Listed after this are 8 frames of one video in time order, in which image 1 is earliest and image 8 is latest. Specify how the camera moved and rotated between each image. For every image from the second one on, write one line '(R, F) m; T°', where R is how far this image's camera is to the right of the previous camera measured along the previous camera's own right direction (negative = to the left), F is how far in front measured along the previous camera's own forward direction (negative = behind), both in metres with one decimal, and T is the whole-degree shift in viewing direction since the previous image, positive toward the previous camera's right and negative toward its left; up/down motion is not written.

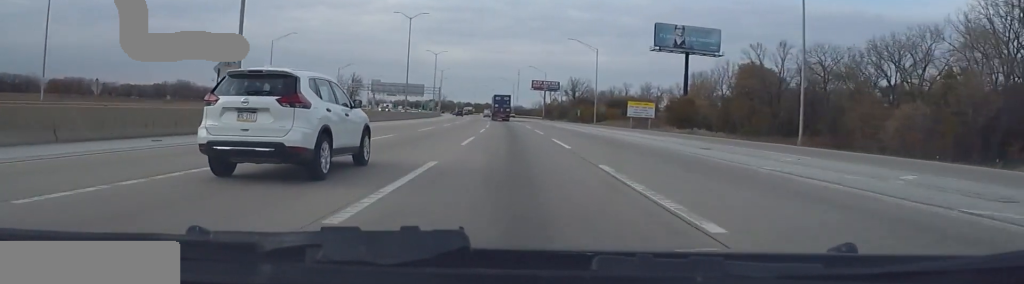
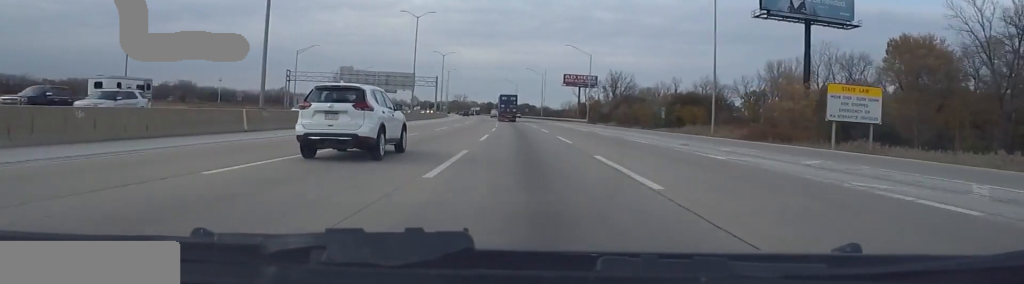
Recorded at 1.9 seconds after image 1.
(+0.3, +57.1) m; 0°
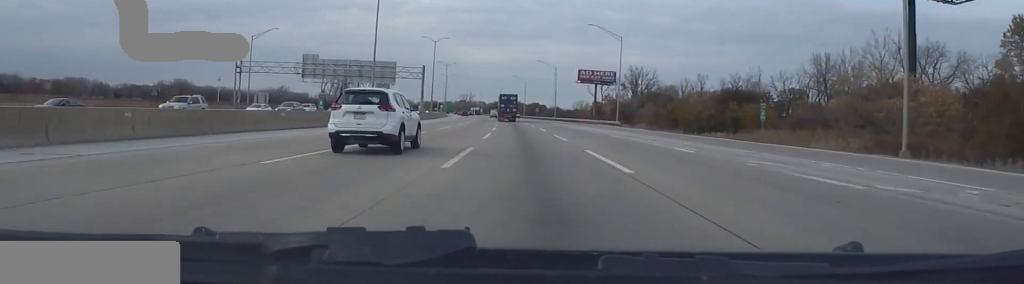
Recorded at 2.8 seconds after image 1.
(0.0, +28.5) m; -1°
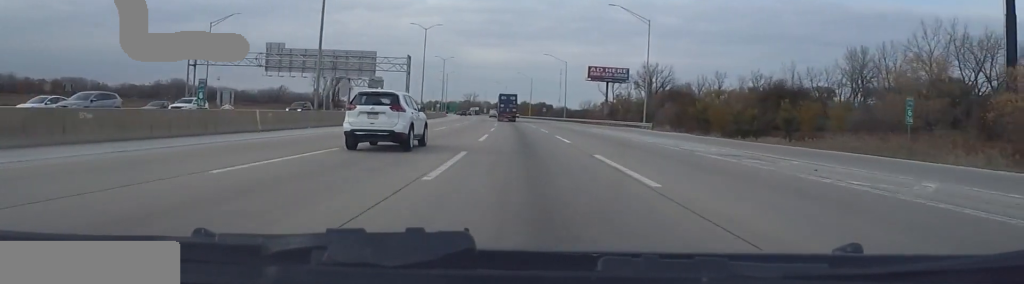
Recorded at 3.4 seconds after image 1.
(+0.1, +17.2) m; -1°
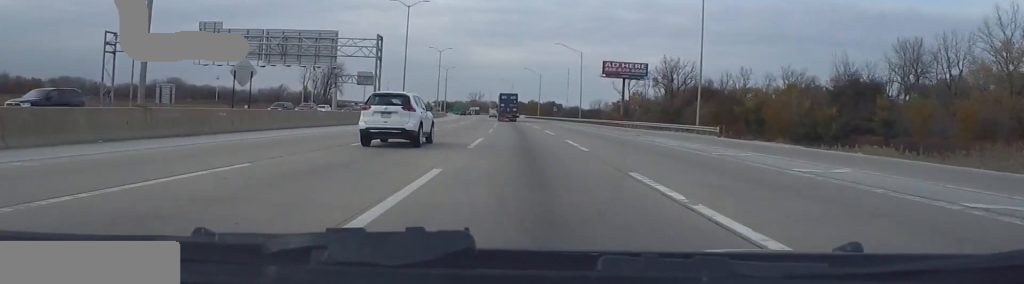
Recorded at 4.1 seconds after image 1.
(-0.7, +20.6) m; -2°
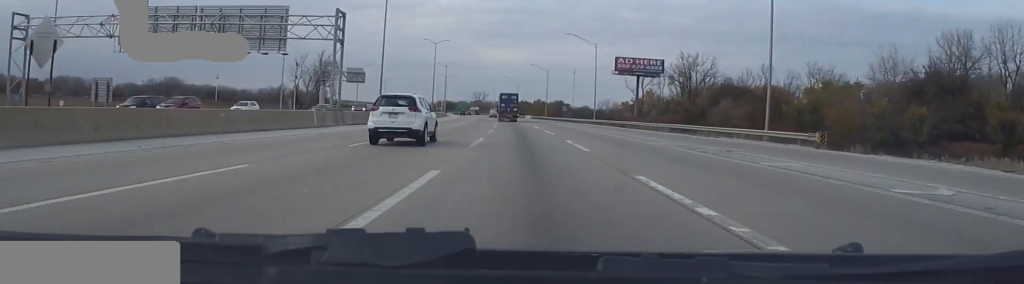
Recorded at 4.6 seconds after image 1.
(-0.2, +15.1) m; -1°
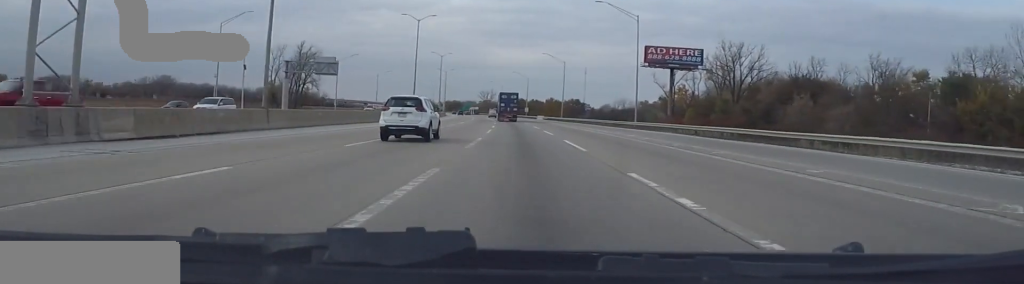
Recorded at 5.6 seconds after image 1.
(-0.2, +30.4) m; 0°
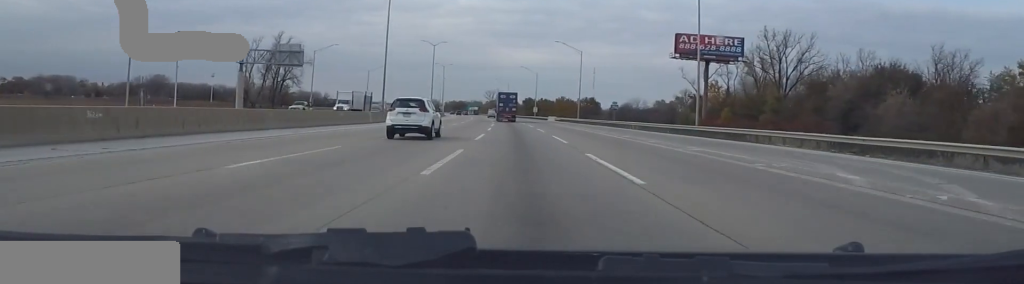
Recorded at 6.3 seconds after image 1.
(+0.1, +24.3) m; 0°
